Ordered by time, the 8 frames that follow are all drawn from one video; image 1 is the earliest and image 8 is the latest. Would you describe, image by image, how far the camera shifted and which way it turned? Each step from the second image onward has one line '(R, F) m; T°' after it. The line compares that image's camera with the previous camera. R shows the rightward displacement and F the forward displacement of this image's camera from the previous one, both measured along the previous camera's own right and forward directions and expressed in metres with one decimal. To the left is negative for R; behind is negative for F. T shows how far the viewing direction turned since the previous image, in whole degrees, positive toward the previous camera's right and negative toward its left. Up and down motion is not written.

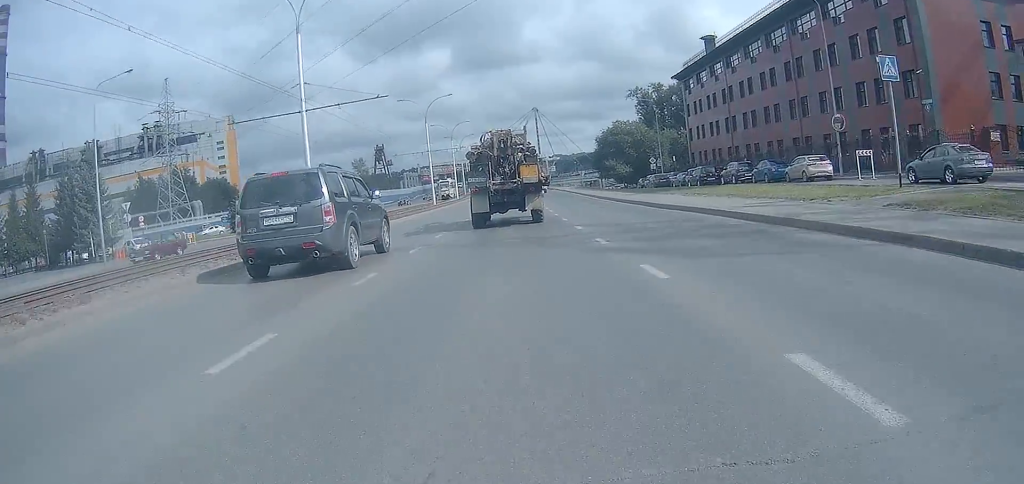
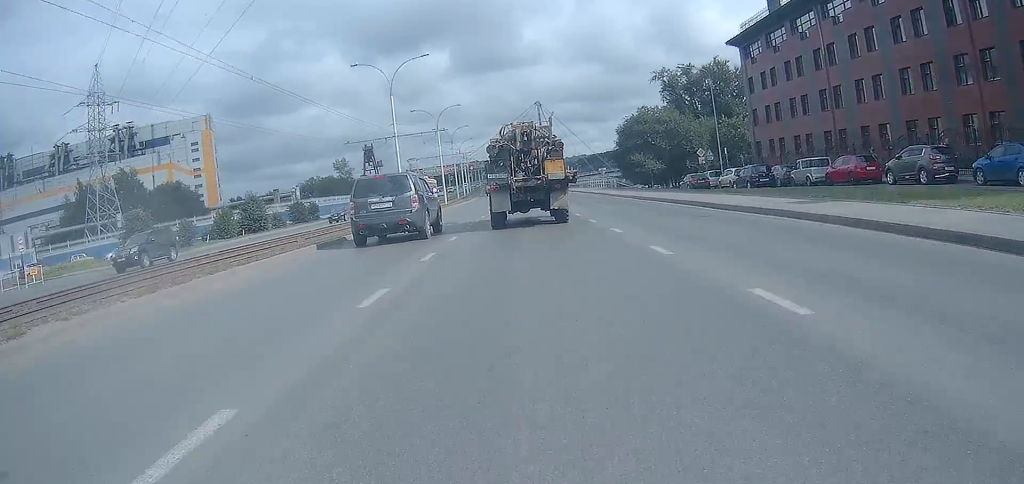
(-0.3, +22.2) m; -1°
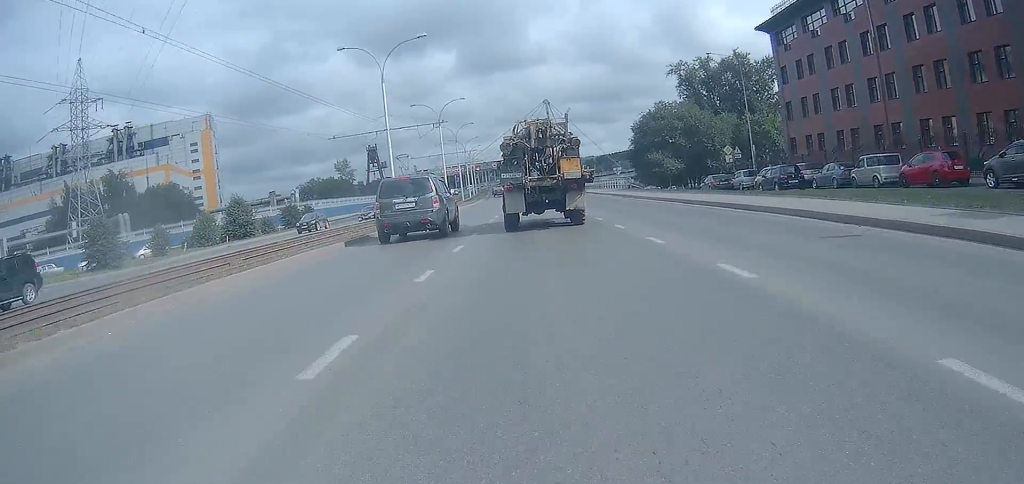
(0.0, +6.1) m; -1°
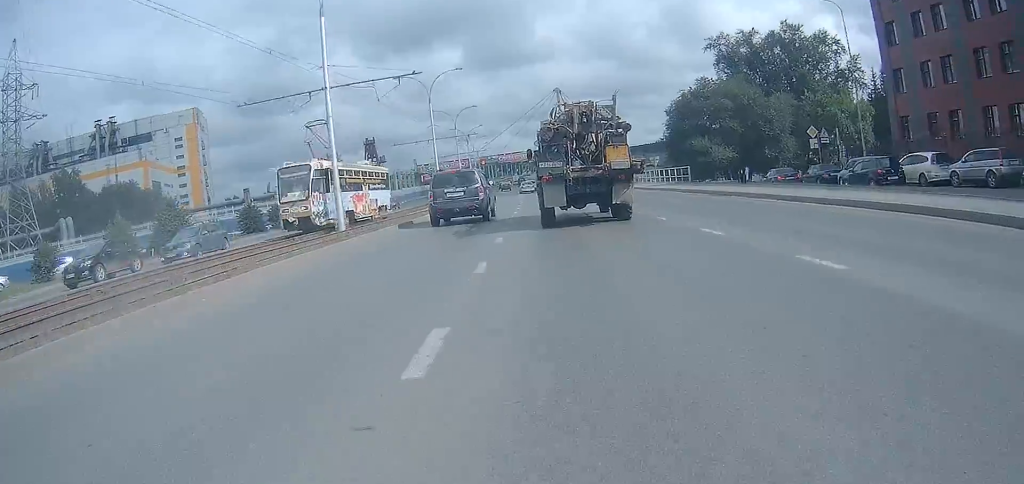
(-0.3, +16.9) m; -1°
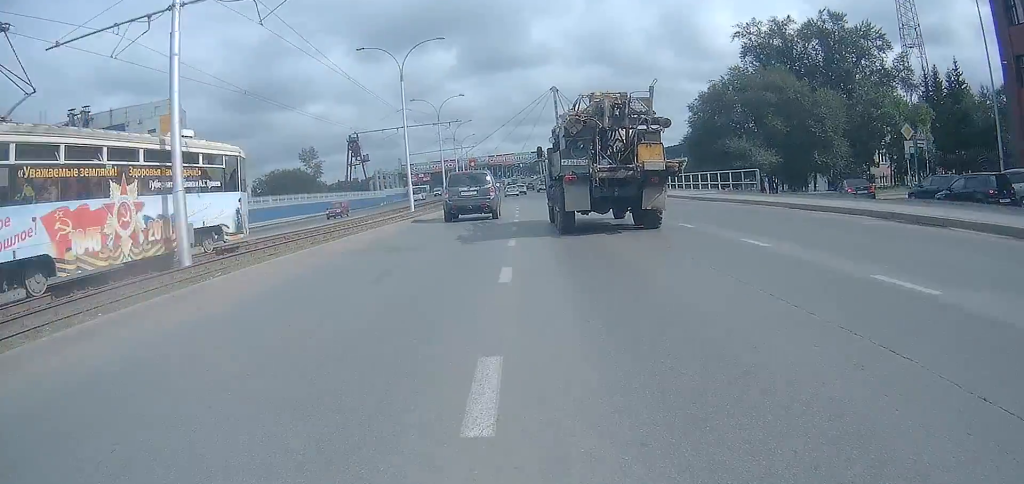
(0.0, +14.0) m; 0°
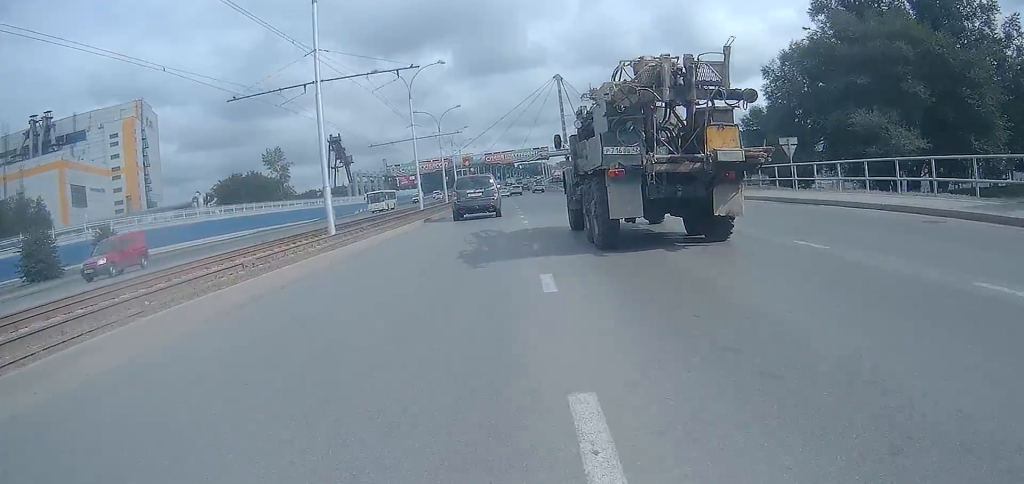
(0.0, +22.4) m; 0°
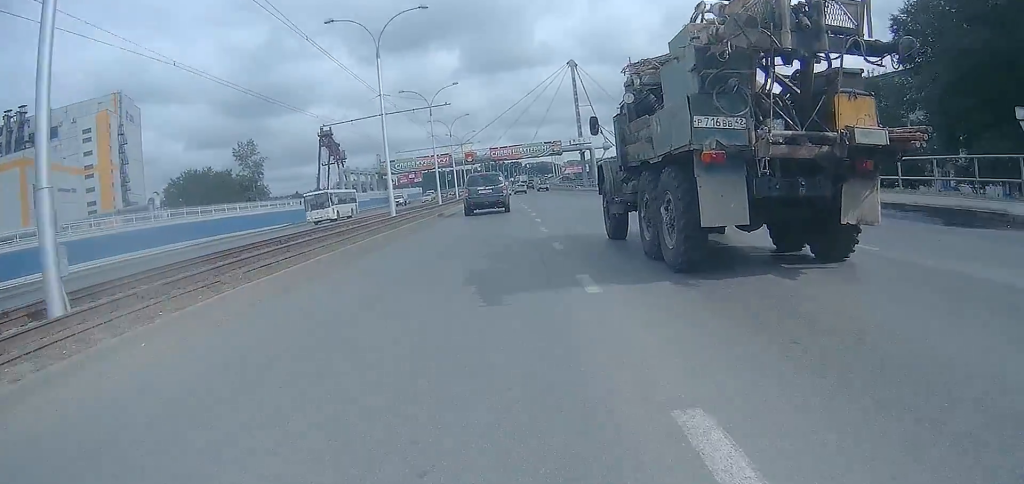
(-0.1, +17.7) m; -1°
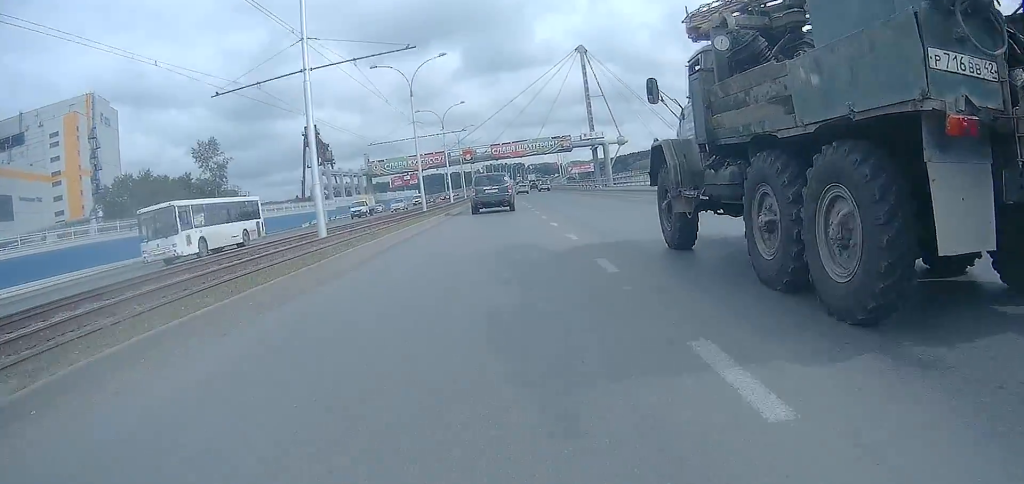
(-0.4, +16.3) m; -1°
